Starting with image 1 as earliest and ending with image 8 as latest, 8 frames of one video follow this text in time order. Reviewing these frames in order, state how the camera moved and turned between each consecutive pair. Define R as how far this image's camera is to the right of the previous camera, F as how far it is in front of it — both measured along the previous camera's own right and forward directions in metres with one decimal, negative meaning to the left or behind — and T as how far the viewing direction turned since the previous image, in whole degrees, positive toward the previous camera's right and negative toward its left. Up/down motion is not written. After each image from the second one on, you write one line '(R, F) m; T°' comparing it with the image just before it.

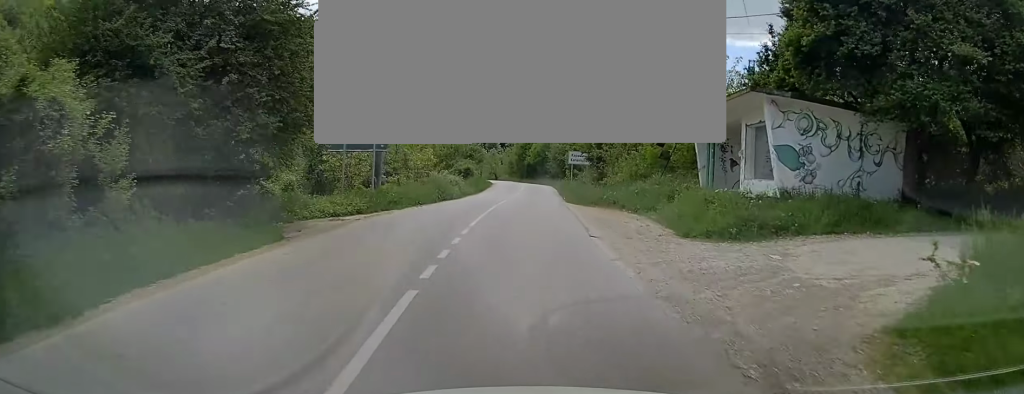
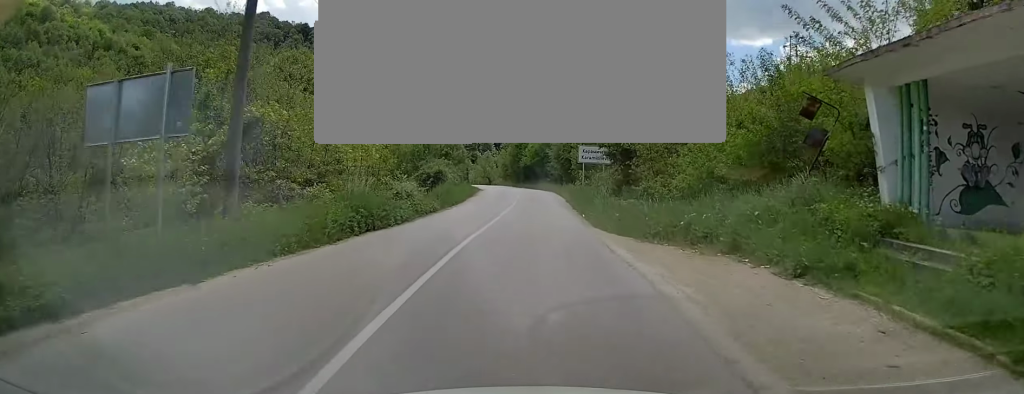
(+0.1, +12.3) m; 0°
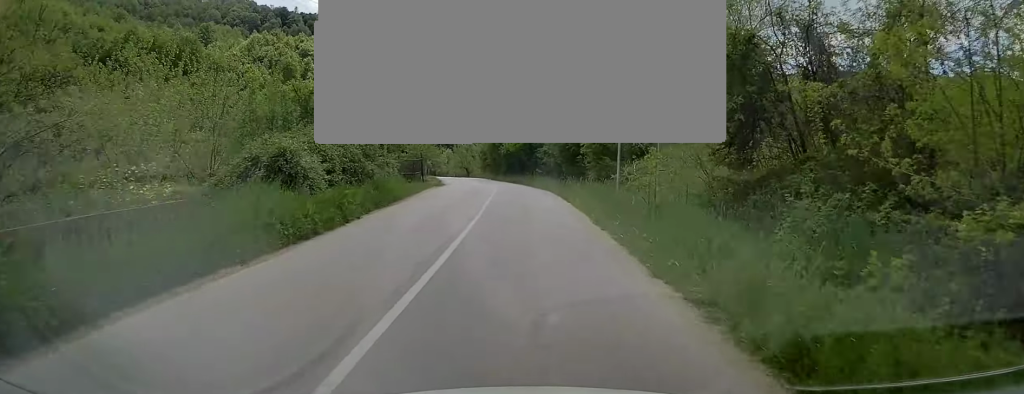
(-0.1, +18.6) m; 0°
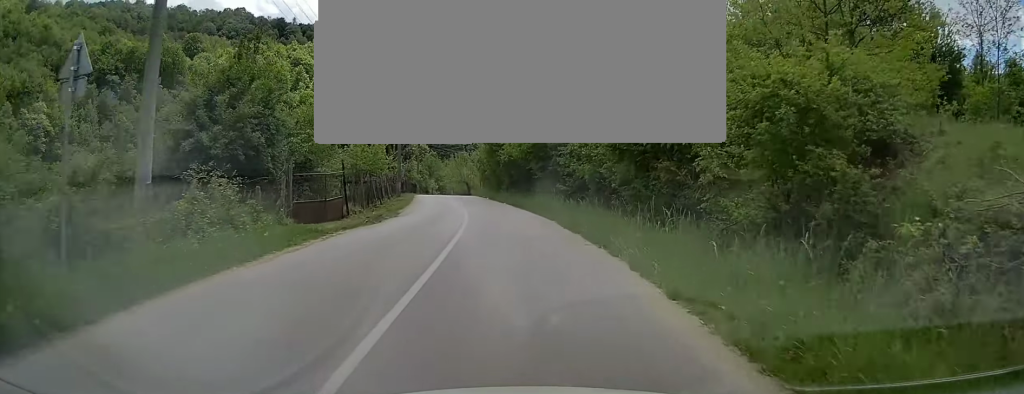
(0.0, +19.2) m; -1°
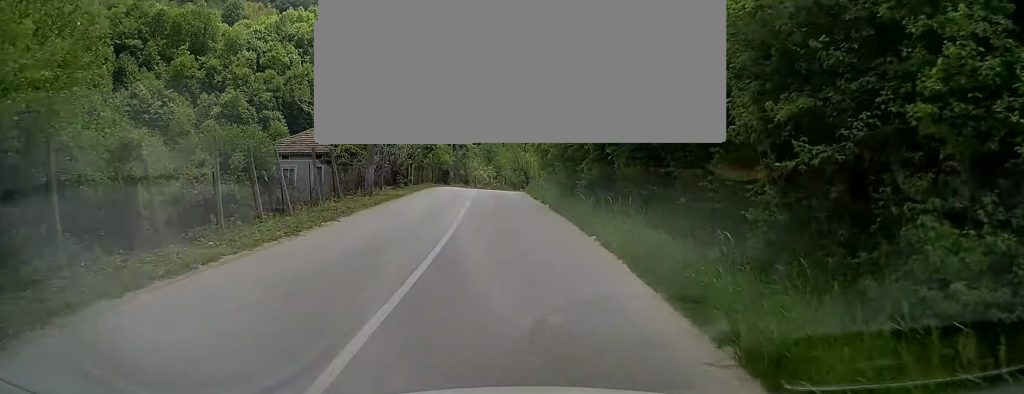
(-0.8, +24.8) m; -4°
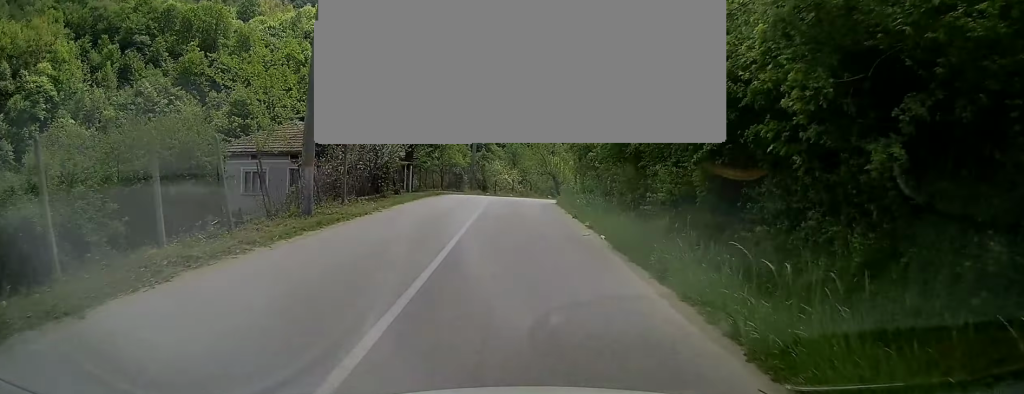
(-0.1, +9.4) m; -2°
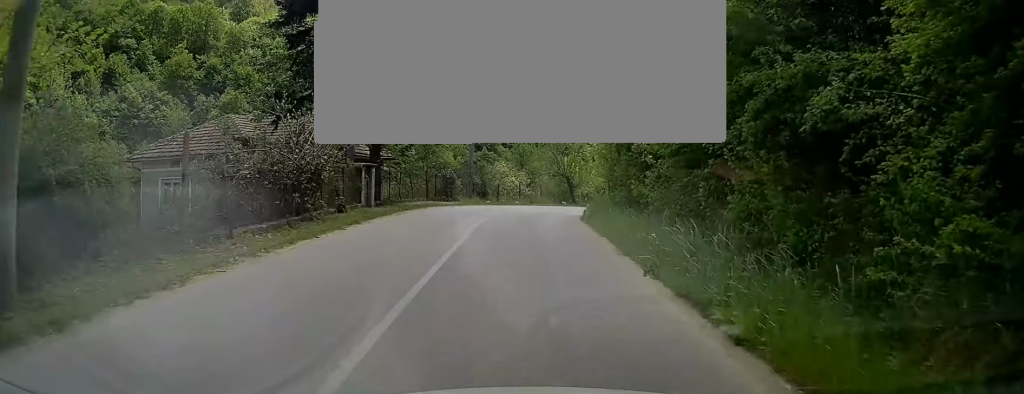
(-0.1, +9.6) m; -2°
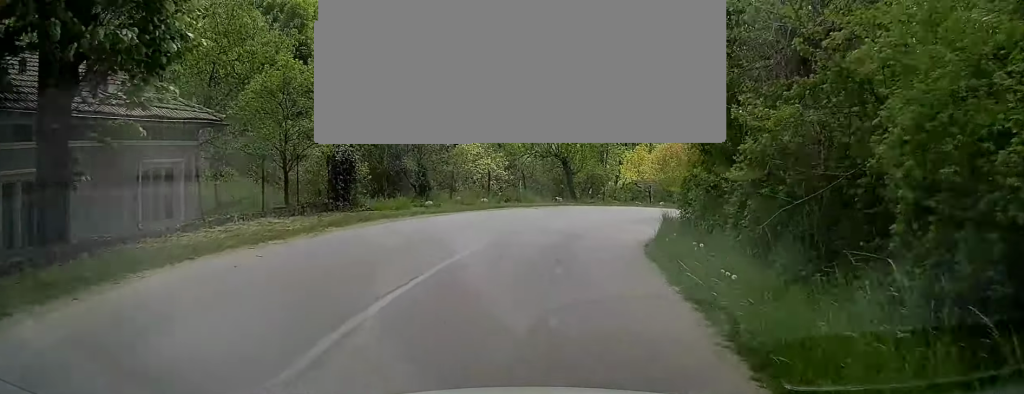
(-0.3, +18.2) m; +1°
